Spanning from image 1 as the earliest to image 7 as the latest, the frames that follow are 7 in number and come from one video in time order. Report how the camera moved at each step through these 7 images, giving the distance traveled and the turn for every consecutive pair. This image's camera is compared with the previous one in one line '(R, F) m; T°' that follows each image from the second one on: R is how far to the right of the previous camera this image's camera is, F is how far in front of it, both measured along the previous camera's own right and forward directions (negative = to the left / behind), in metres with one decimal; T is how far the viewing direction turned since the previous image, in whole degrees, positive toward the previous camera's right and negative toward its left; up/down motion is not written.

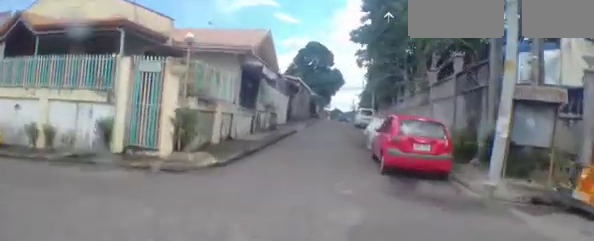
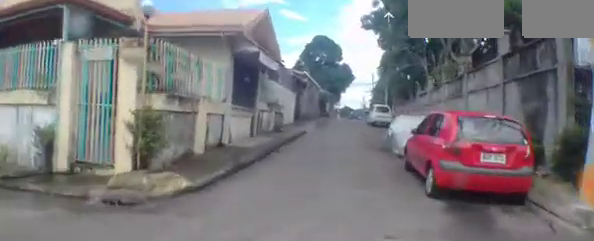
(-0.1, +2.6) m; -3°
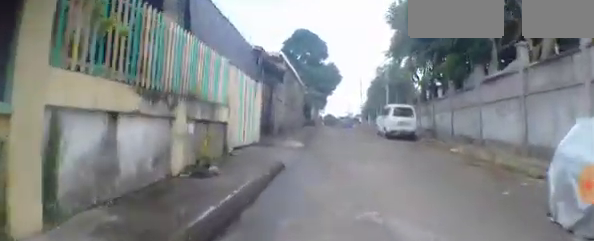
(-0.8, +9.7) m; -8°
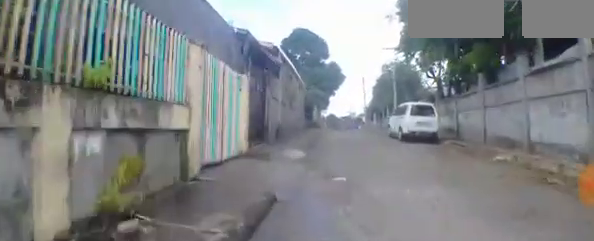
(0.0, +3.1) m; +1°
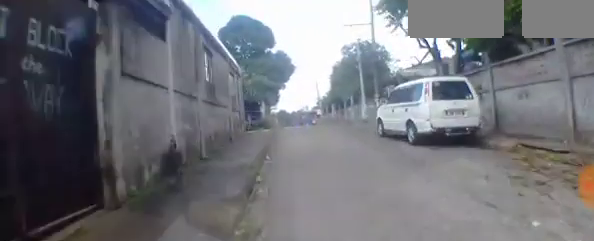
(+0.3, +7.1) m; +8°
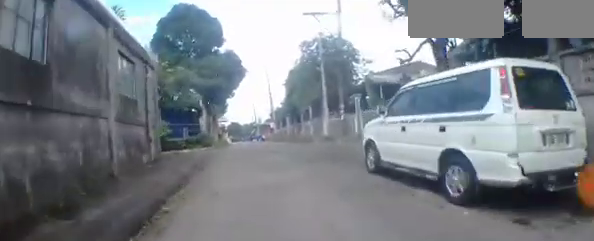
(+0.4, +5.1) m; +5°
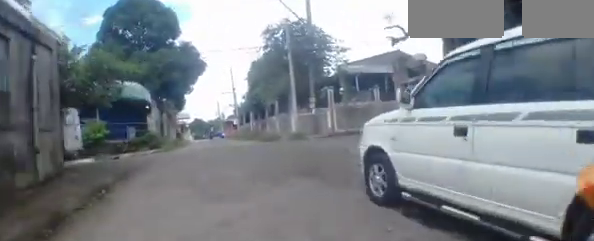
(+0.3, +2.9) m; 0°
